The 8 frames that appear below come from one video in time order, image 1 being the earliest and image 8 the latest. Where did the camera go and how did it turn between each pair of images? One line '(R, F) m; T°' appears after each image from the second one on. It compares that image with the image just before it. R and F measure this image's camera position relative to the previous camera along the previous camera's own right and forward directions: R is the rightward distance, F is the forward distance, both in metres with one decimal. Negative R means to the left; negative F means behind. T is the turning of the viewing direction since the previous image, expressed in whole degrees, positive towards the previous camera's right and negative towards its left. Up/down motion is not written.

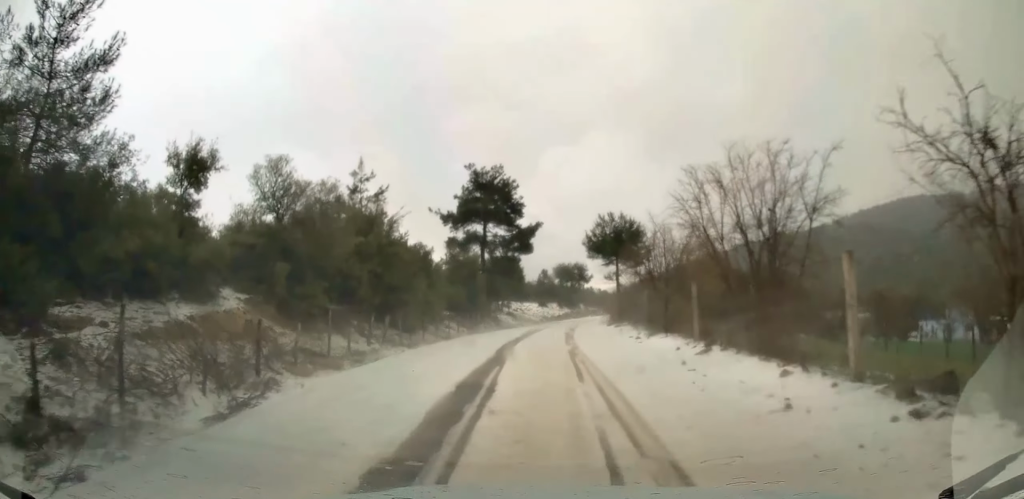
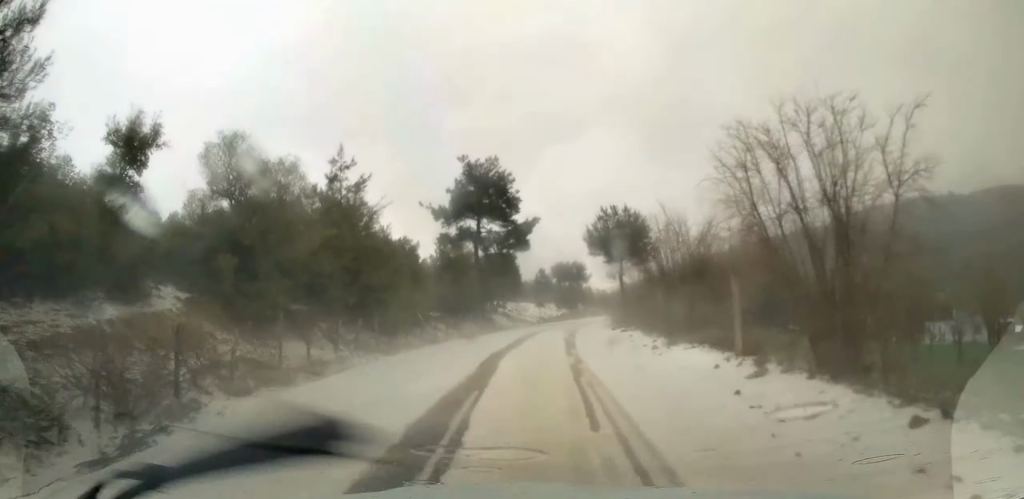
(0.0, +3.0) m; +1°
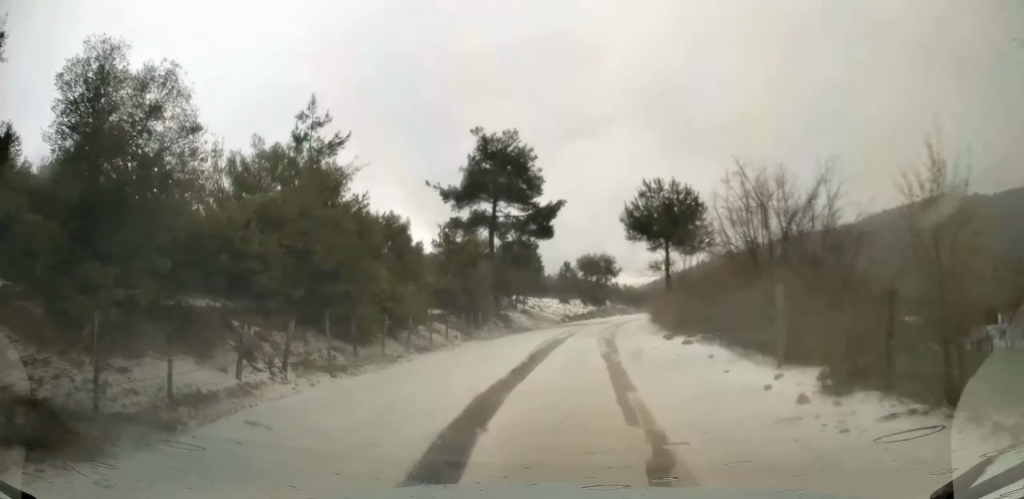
(+0.2, +7.2) m; +2°
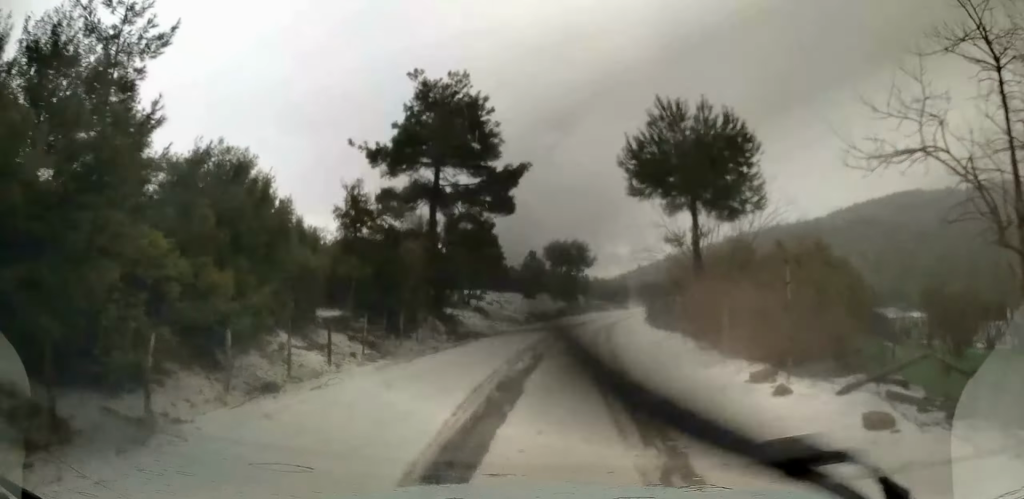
(0.0, +10.8) m; 0°
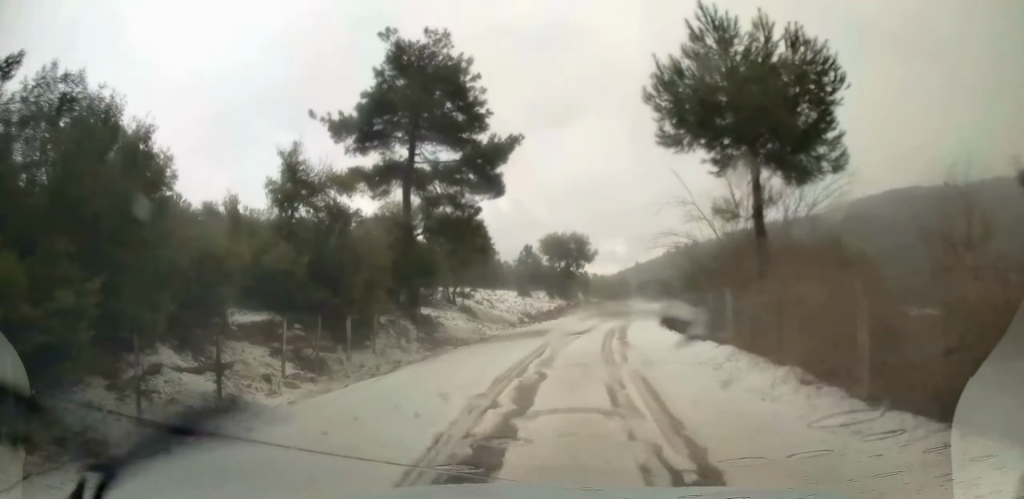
(0.0, +5.4) m; +1°
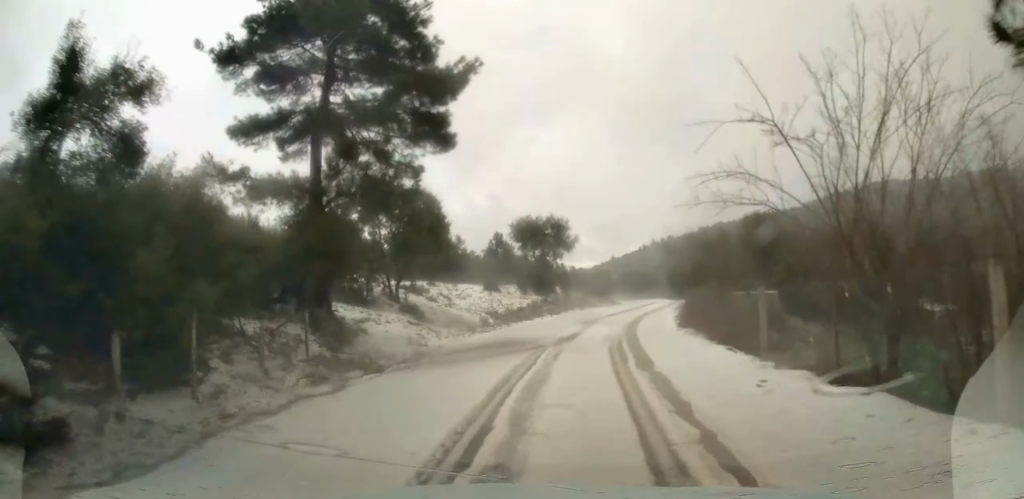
(+0.1, +8.7) m; +3°
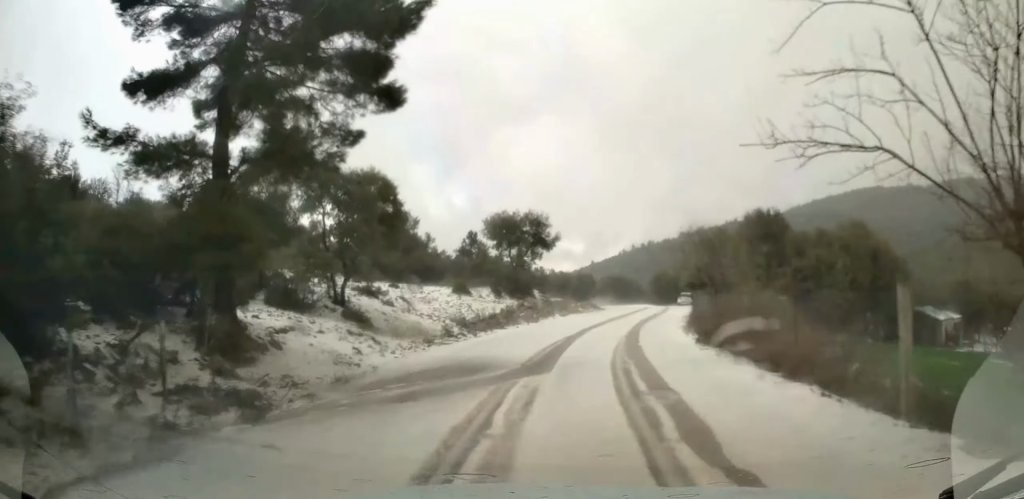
(+0.1, +5.1) m; +2°
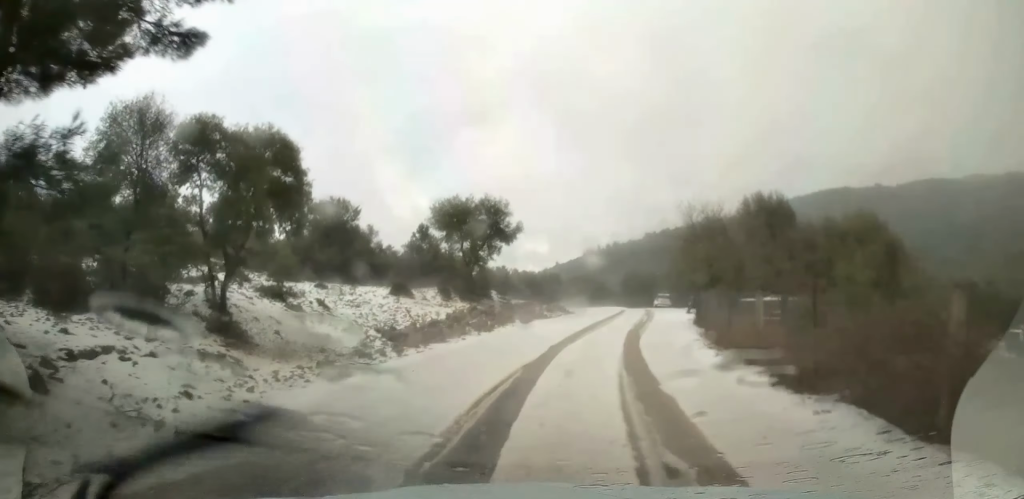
(+0.2, +7.1) m; +3°
